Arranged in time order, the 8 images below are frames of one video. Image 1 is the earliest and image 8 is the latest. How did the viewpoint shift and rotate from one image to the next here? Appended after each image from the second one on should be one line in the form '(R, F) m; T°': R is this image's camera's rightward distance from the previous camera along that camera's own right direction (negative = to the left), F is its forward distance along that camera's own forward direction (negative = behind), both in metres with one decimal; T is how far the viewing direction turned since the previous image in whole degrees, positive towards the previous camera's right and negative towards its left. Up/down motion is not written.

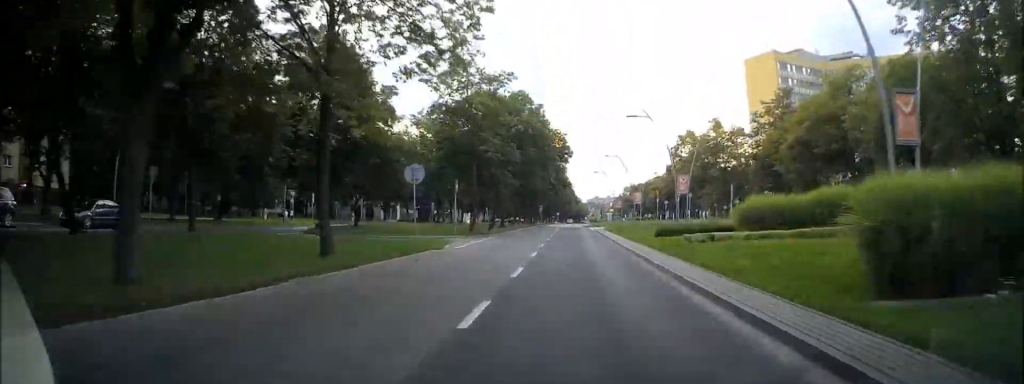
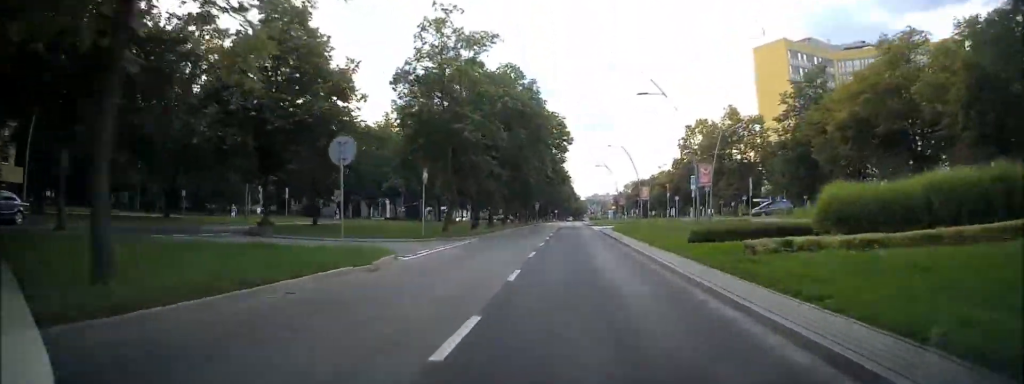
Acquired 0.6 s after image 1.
(+0.2, +7.6) m; 0°
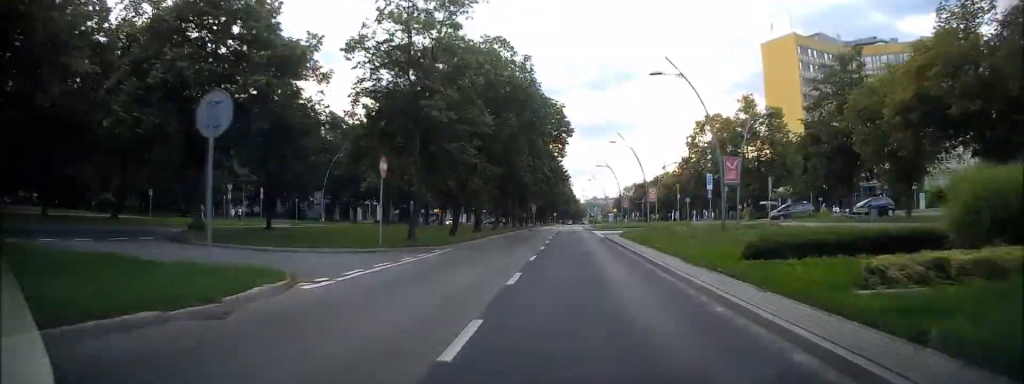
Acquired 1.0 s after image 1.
(0.0, +6.1) m; 0°
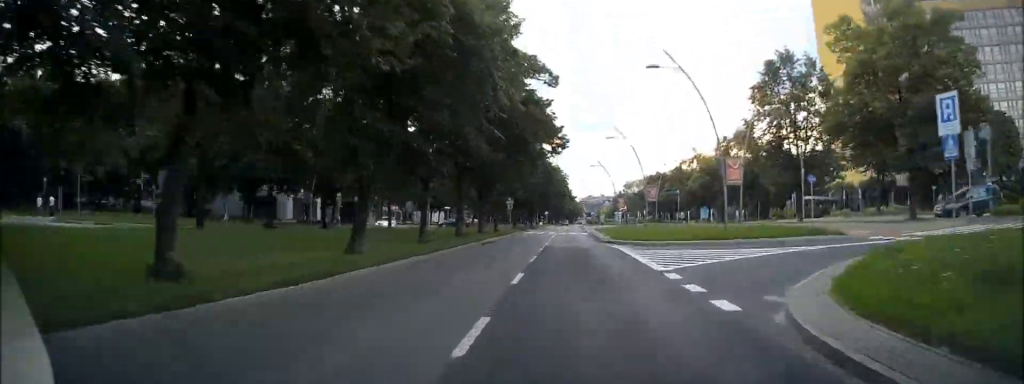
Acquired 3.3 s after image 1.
(-0.3, +29.5) m; 0°
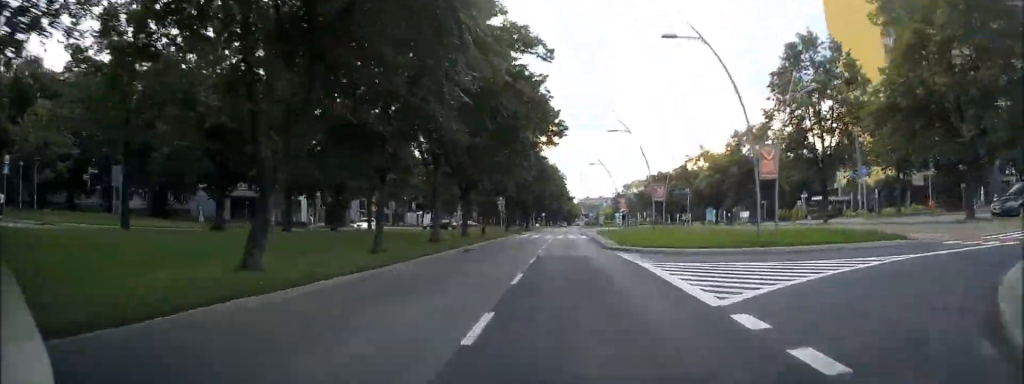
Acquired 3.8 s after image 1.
(0.0, +5.4) m; 0°
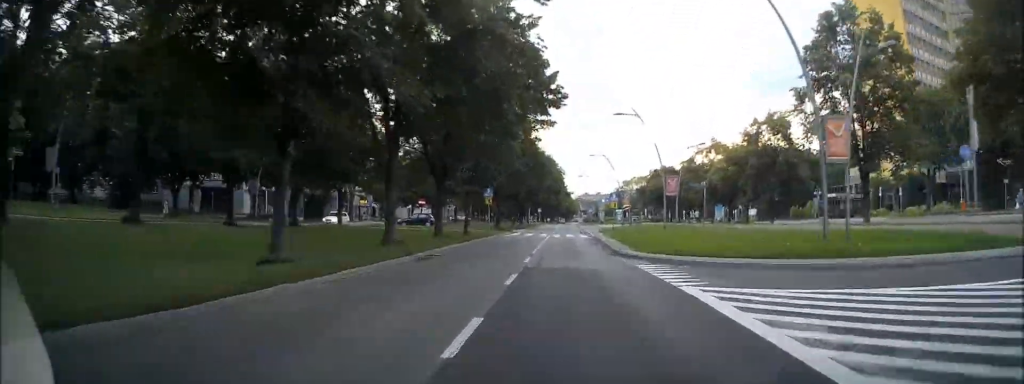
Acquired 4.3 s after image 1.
(+0.1, +6.6) m; 0°
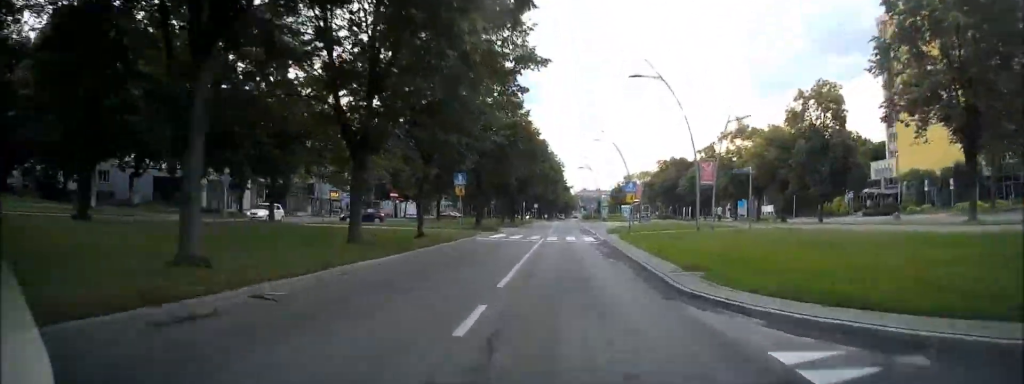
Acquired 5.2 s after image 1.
(+0.1, +11.0) m; 0°
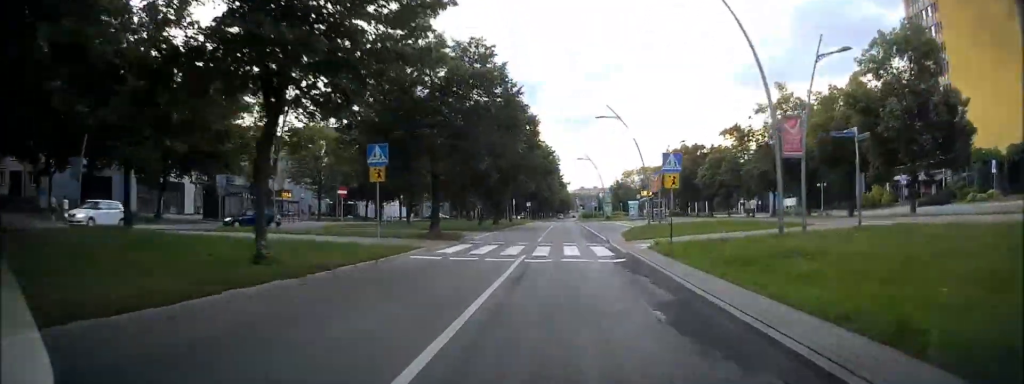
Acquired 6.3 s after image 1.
(0.0, +12.8) m; -1°
